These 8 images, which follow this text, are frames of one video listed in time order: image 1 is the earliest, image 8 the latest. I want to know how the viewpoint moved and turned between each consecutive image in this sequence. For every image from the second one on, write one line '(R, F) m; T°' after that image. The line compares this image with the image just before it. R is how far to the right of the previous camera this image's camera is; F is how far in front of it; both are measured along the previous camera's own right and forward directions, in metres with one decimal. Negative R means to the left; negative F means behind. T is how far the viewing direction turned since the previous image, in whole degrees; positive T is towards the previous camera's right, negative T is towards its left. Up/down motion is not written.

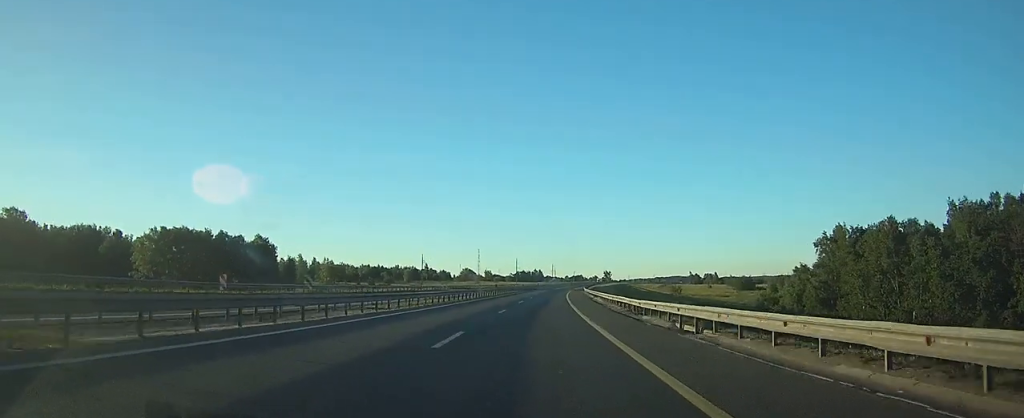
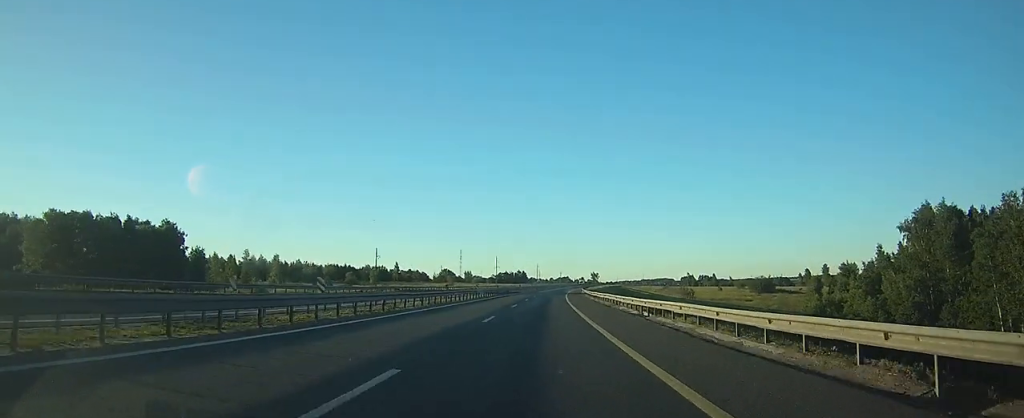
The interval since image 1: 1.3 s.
(+0.4, +38.7) m; +1°
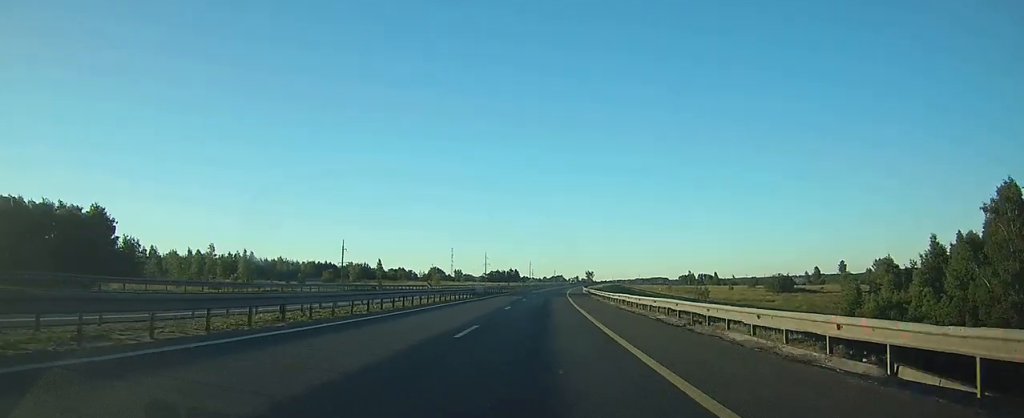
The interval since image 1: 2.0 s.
(+0.1, +22.4) m; +1°
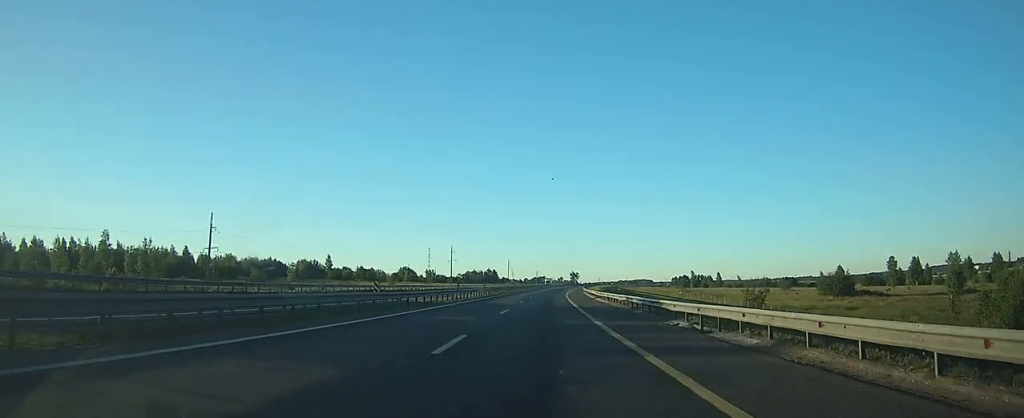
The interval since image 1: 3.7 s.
(+0.8, +50.8) m; +2°
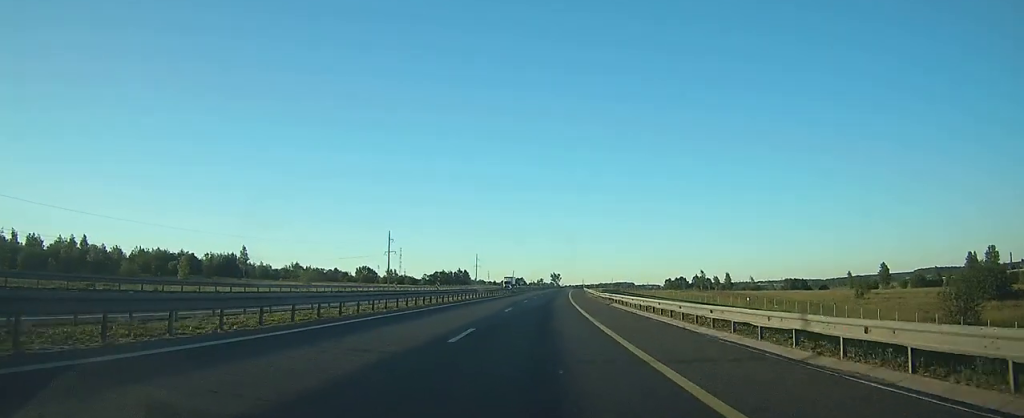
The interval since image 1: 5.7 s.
(+1.4, +61.0) m; +3°
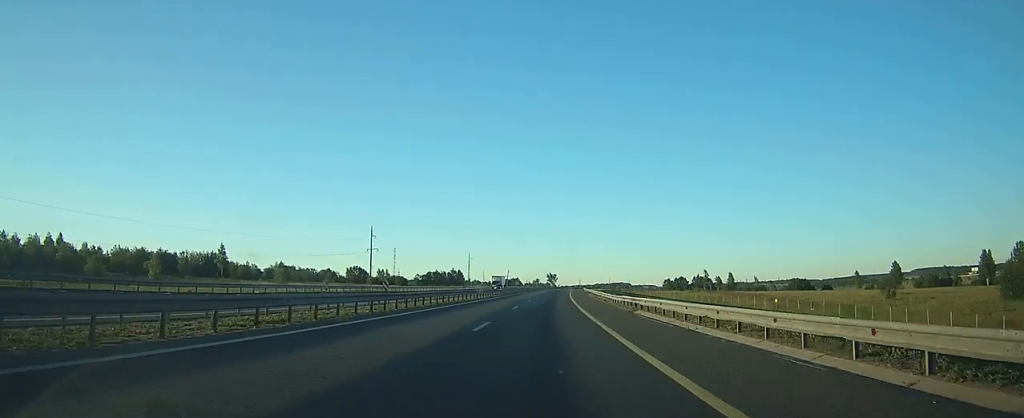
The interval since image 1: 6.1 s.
(+0.1, +12.2) m; 0°
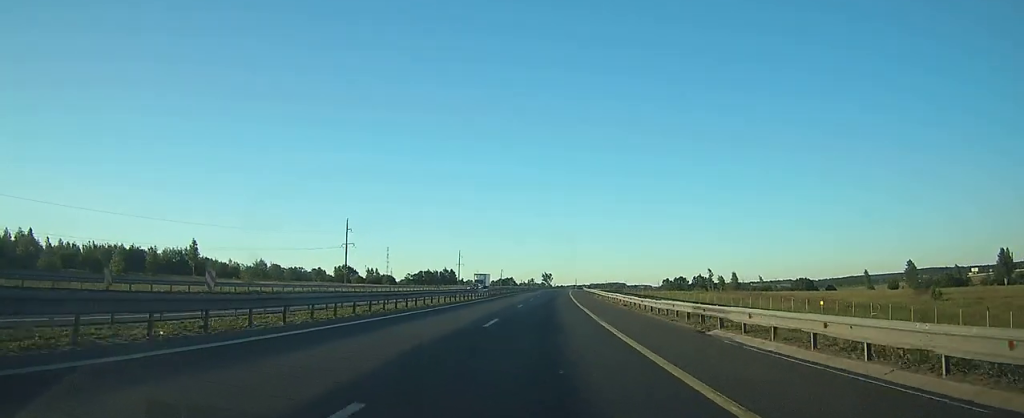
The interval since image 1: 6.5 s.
(0.0, +14.3) m; 0°
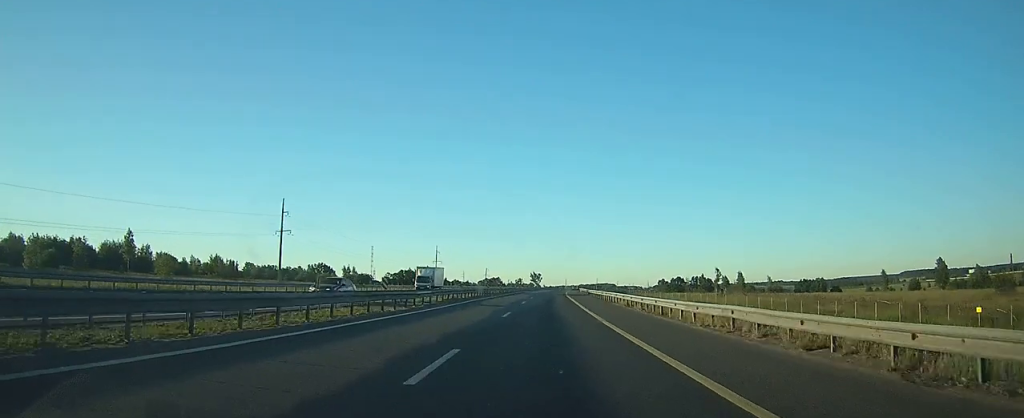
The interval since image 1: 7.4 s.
(+0.1, +26.5) m; +1°
